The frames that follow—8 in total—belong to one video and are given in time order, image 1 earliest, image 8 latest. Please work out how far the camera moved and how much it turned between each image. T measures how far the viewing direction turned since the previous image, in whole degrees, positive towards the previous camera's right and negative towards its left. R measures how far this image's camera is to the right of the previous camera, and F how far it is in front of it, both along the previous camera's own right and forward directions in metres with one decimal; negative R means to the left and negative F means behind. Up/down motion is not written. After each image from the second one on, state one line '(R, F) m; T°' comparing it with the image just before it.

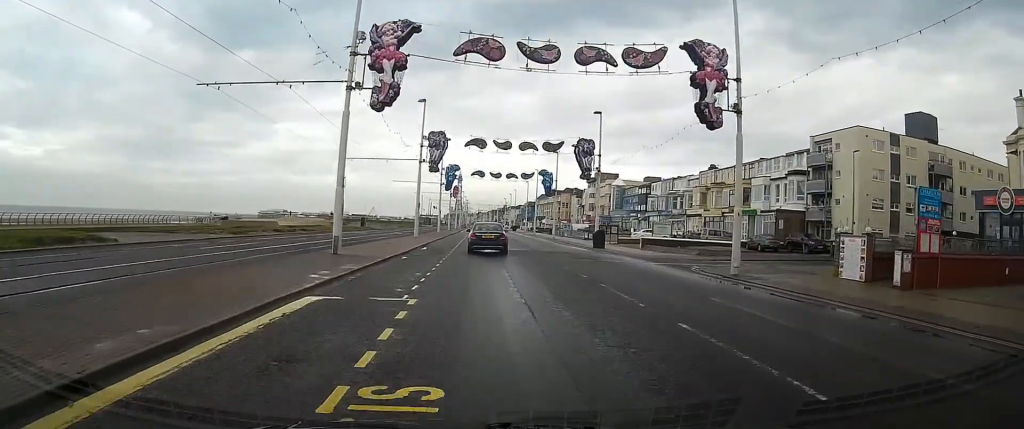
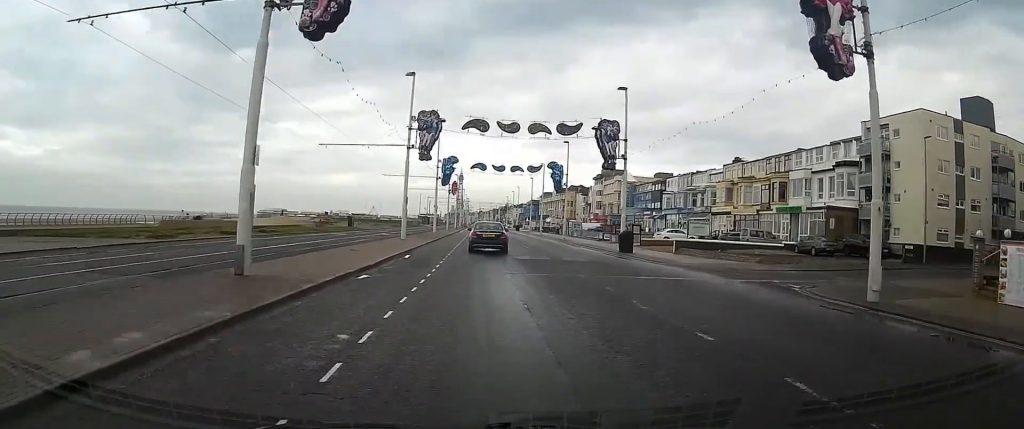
(0.0, +8.8) m; 0°
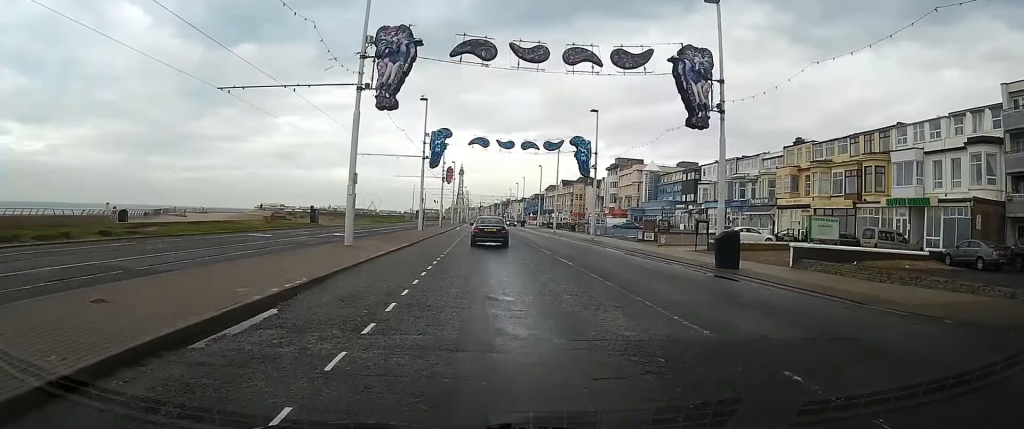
(-0.1, +17.7) m; -1°
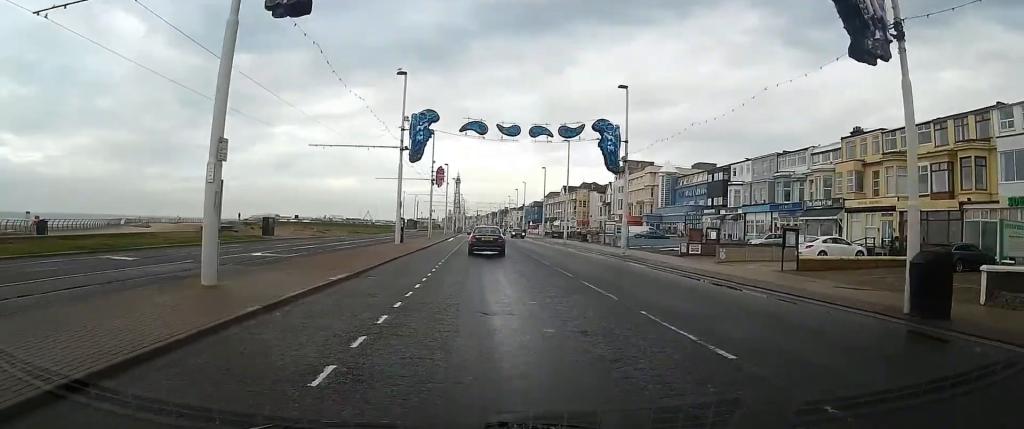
(-0.1, +12.8) m; 0°
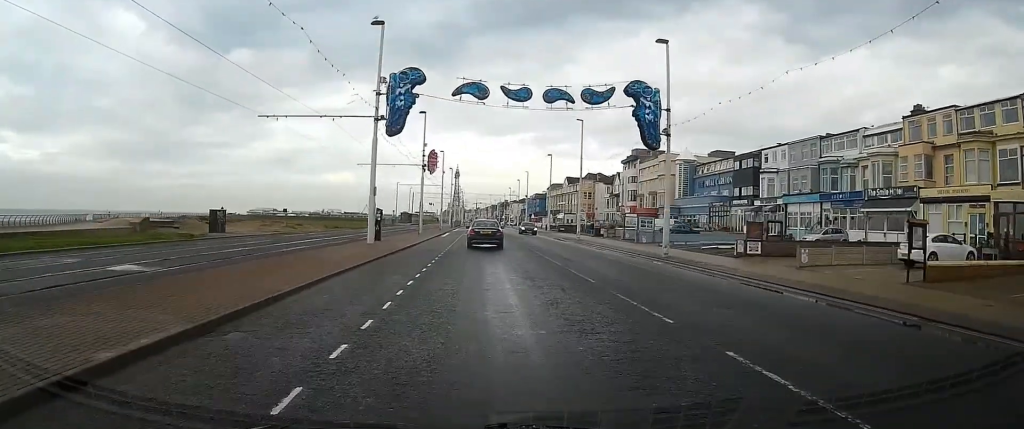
(0.0, +10.0) m; 0°
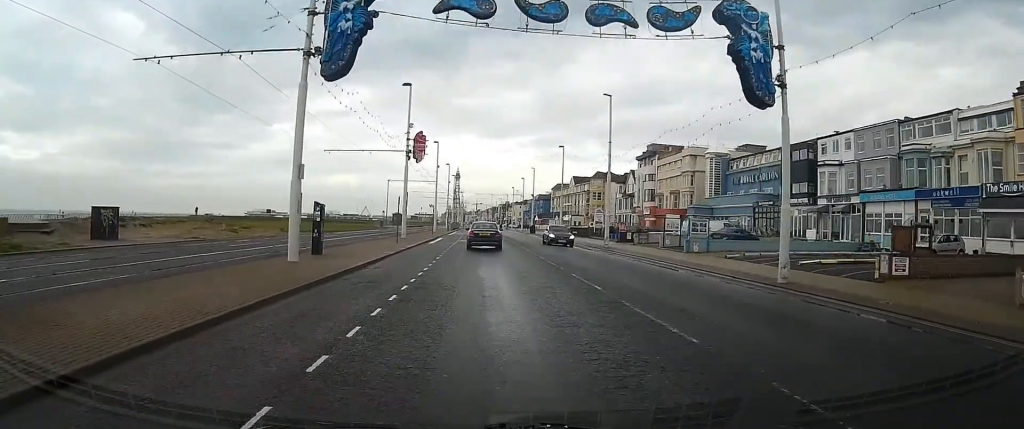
(0.0, +13.1) m; 0°
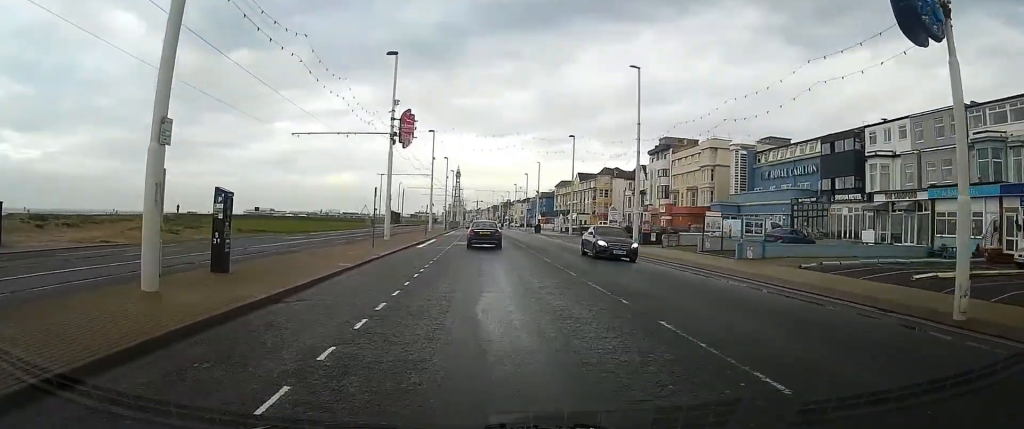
(0.0, +8.4) m; 0°
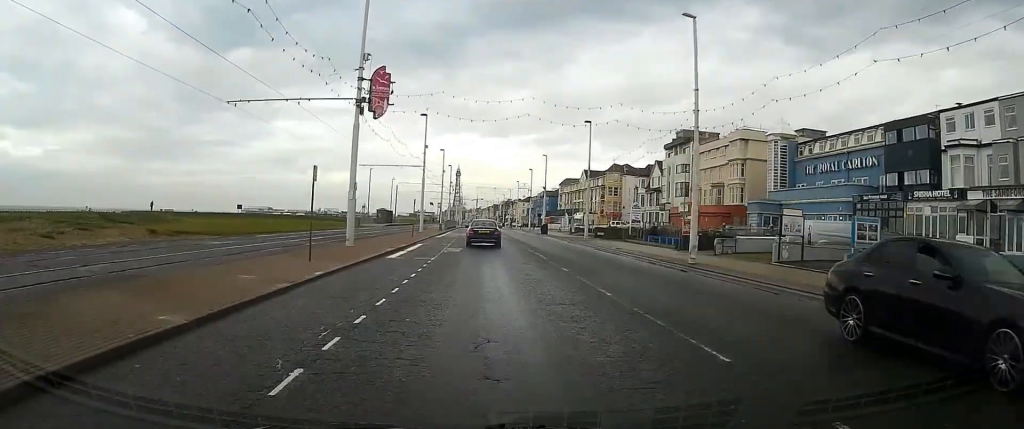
(0.0, +10.6) m; 0°
